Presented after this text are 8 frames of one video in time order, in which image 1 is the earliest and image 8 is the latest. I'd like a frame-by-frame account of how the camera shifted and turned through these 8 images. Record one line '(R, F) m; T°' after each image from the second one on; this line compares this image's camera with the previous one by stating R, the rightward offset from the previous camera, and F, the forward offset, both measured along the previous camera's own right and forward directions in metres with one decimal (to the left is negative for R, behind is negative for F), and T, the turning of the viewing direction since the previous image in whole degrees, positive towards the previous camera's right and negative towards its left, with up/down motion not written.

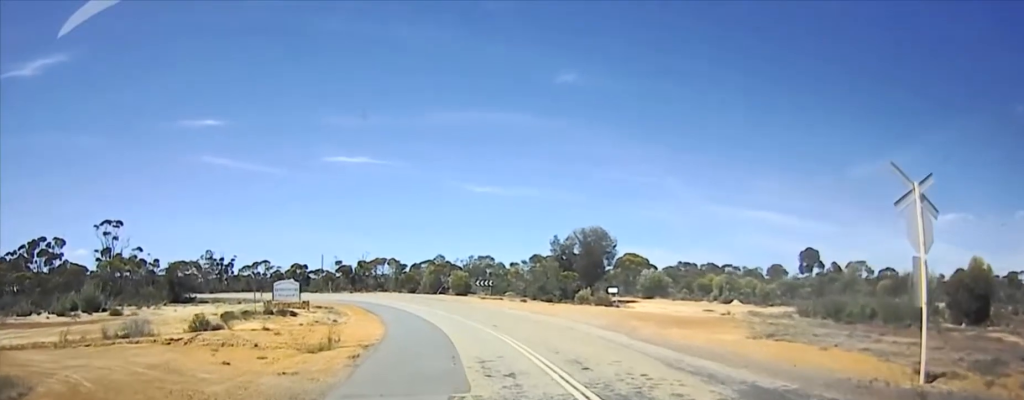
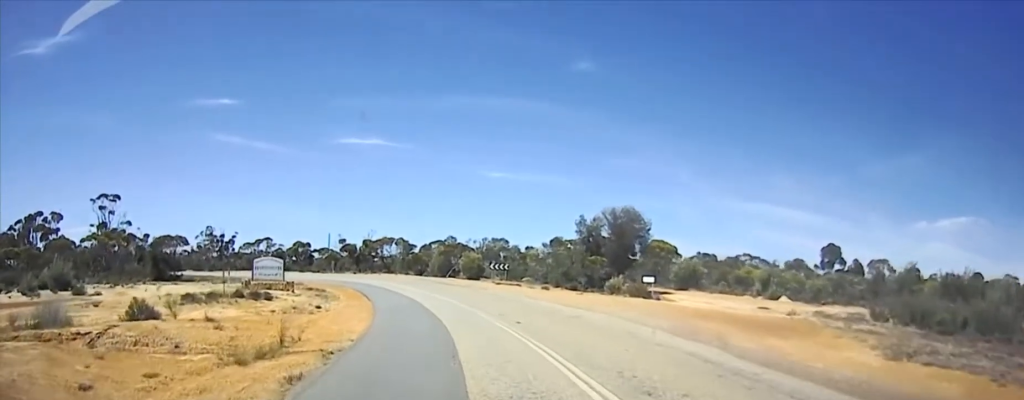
(+0.1, +9.4) m; +1°
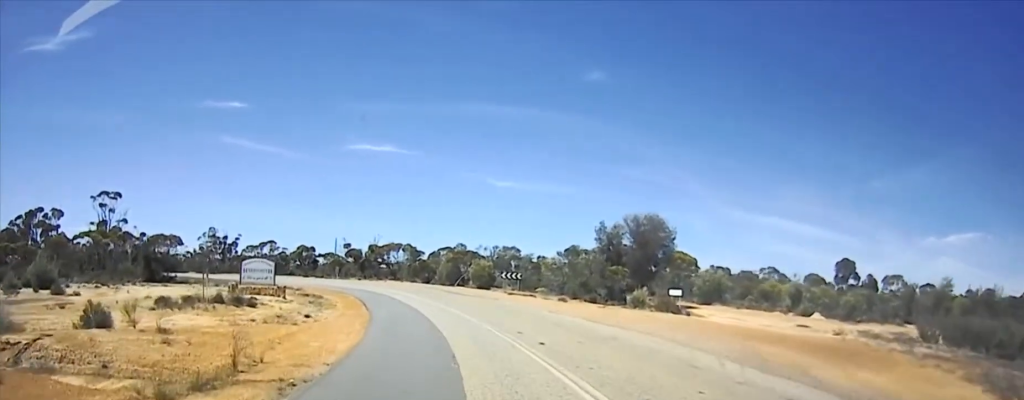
(0.0, +3.0) m; 0°
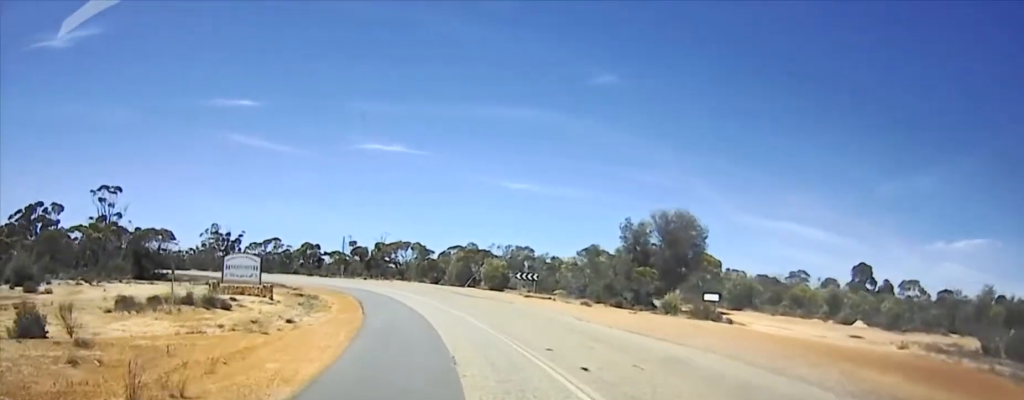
(0.0, +2.7) m; 0°
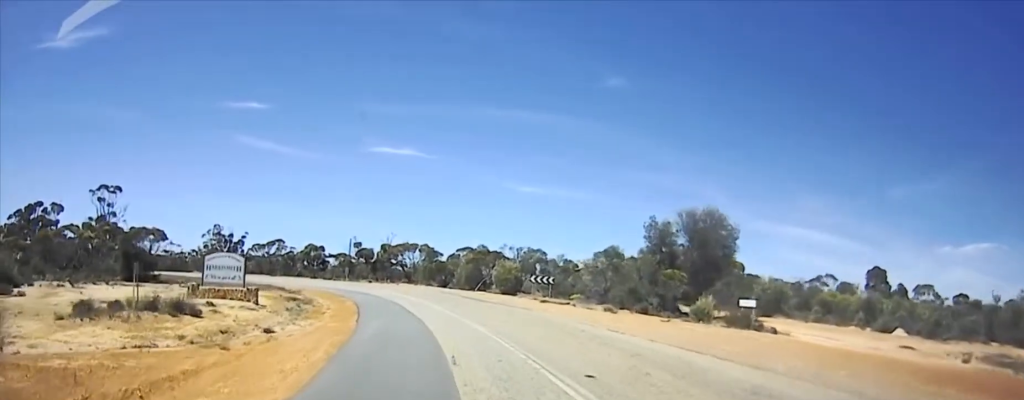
(0.0, +2.1) m; 0°
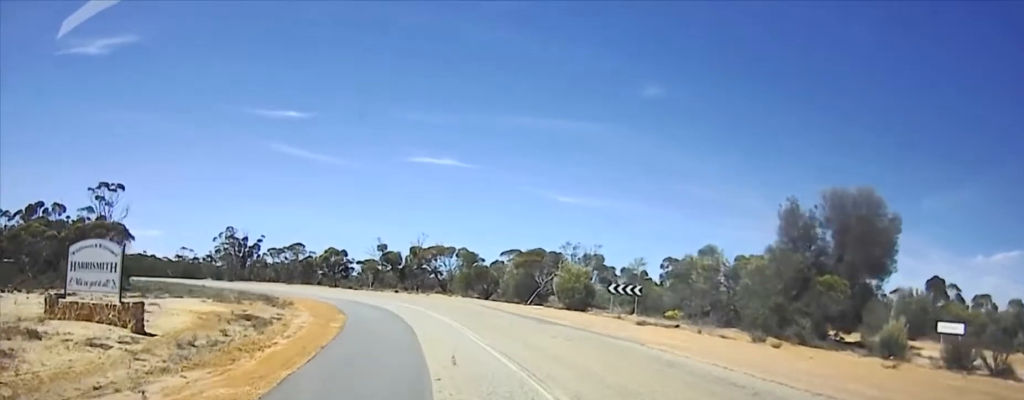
(0.0, +6.0) m; +1°
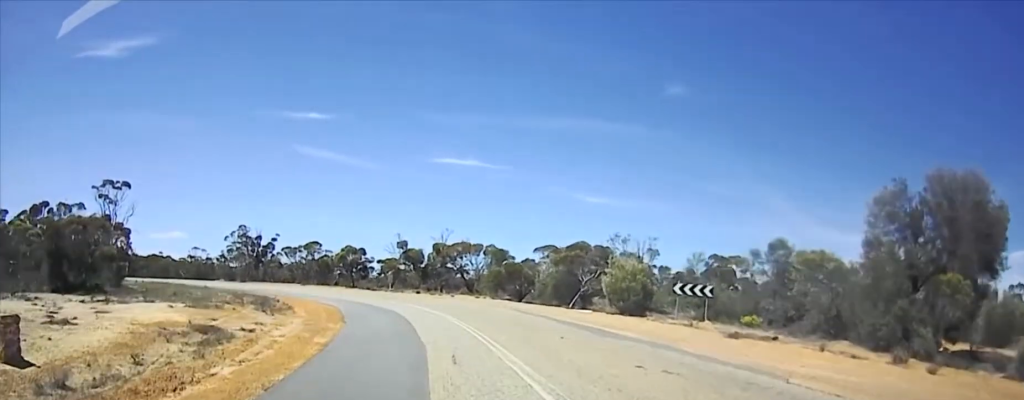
(0.0, +2.5) m; +1°
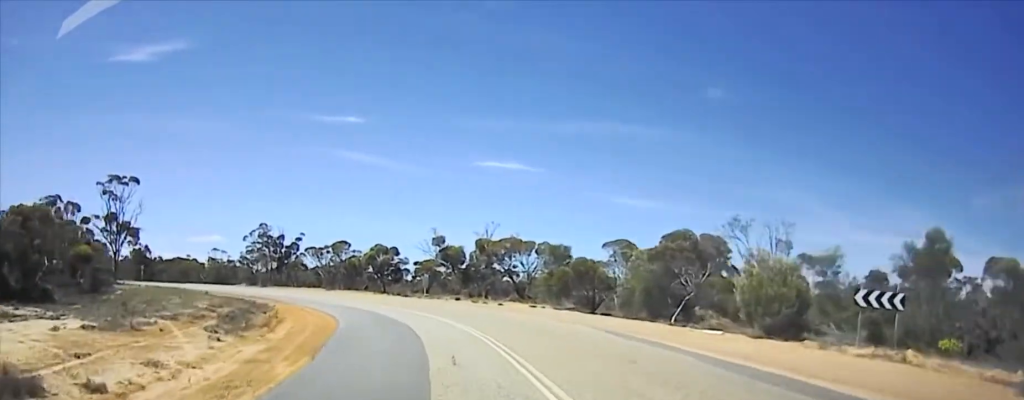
(+0.1, +4.3) m; +4°
